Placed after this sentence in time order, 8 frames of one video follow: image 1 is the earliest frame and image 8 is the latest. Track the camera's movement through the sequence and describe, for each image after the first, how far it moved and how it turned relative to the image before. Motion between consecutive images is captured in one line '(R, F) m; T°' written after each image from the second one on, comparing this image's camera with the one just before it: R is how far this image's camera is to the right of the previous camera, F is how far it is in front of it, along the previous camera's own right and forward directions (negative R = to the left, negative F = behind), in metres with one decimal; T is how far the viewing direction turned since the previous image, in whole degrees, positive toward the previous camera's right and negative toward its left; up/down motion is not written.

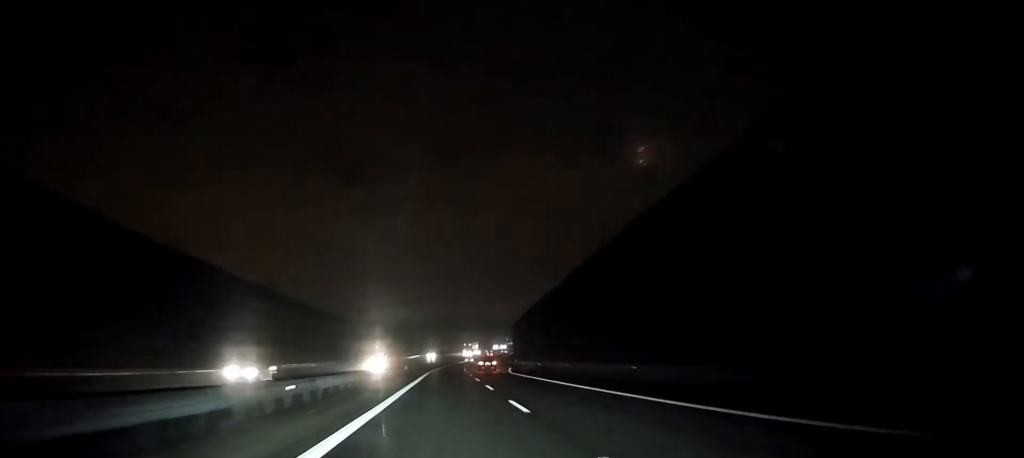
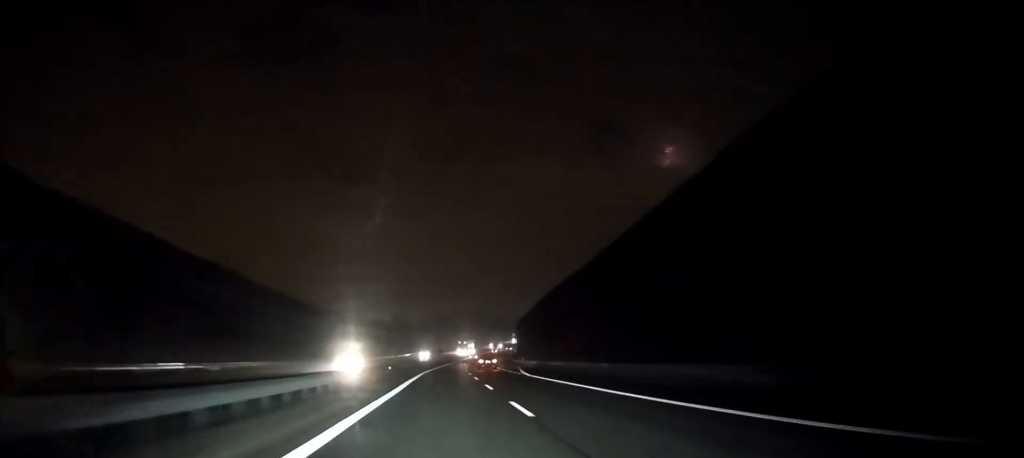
(0.0, +13.4) m; 0°
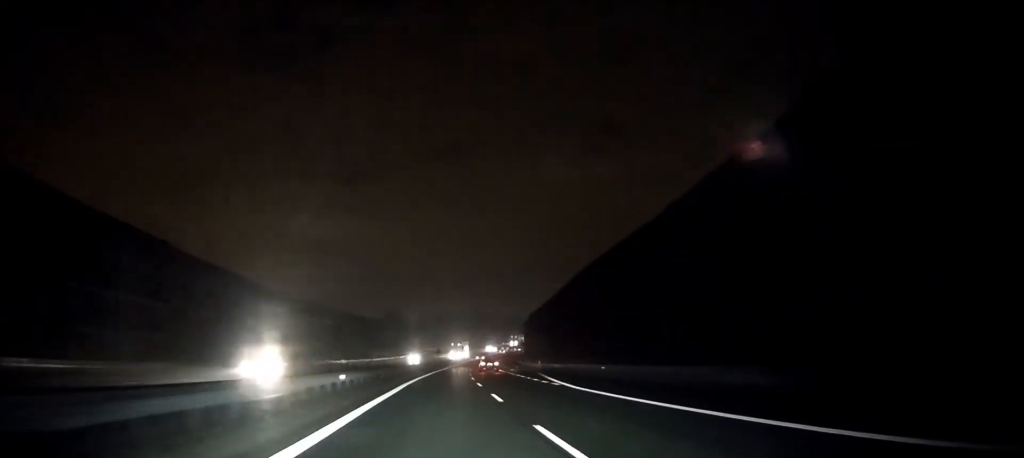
(0.0, +18.0) m; 0°
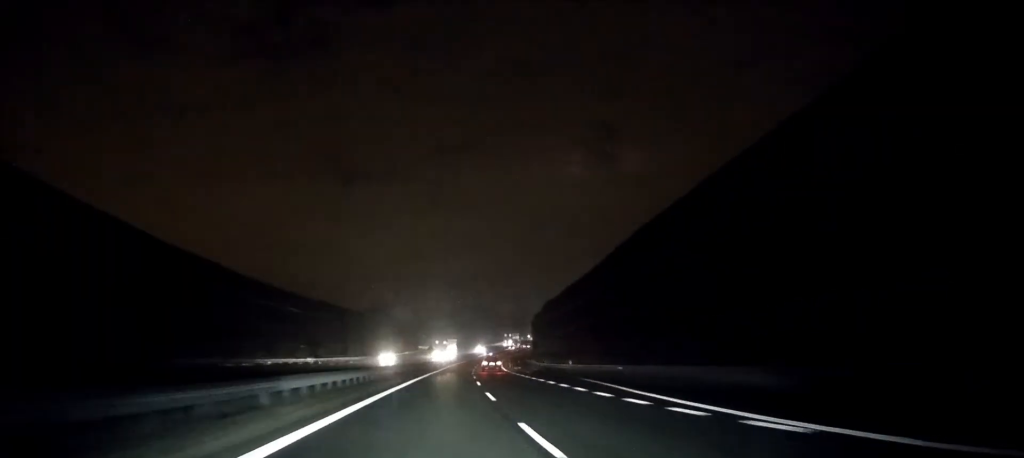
(0.0, +23.4) m; 0°
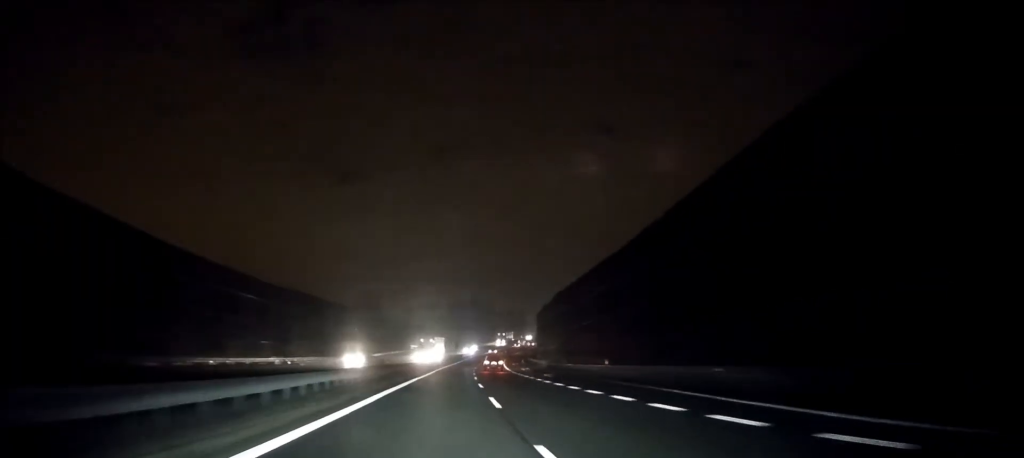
(0.0, +15.3) m; 0°
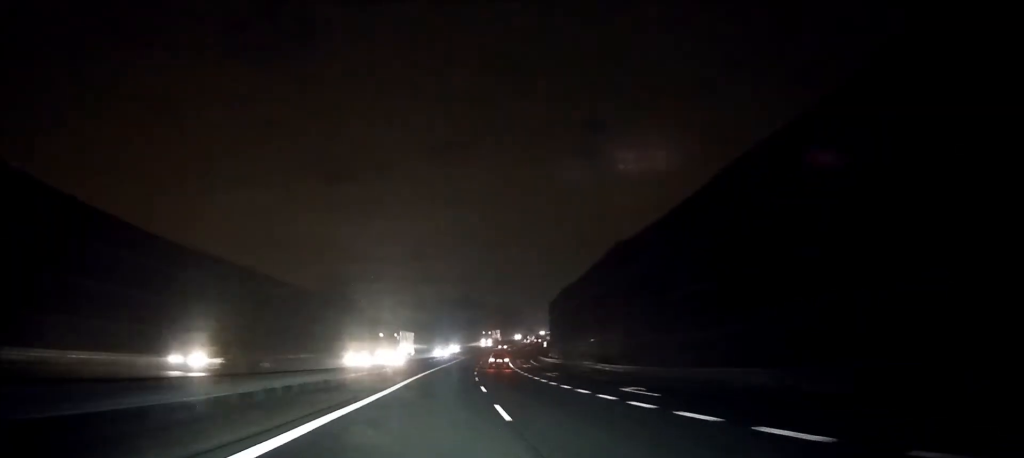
(+0.2, +27.2) m; +1°
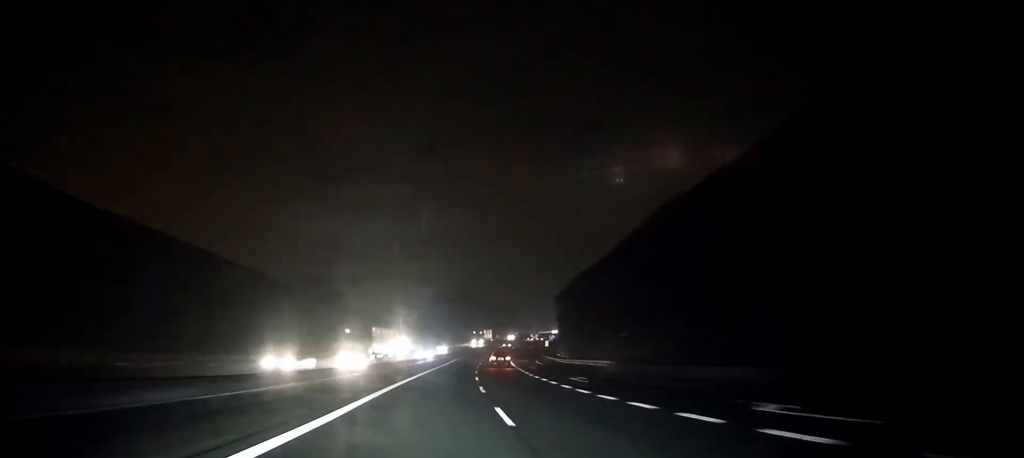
(0.0, +12.7) m; 0°
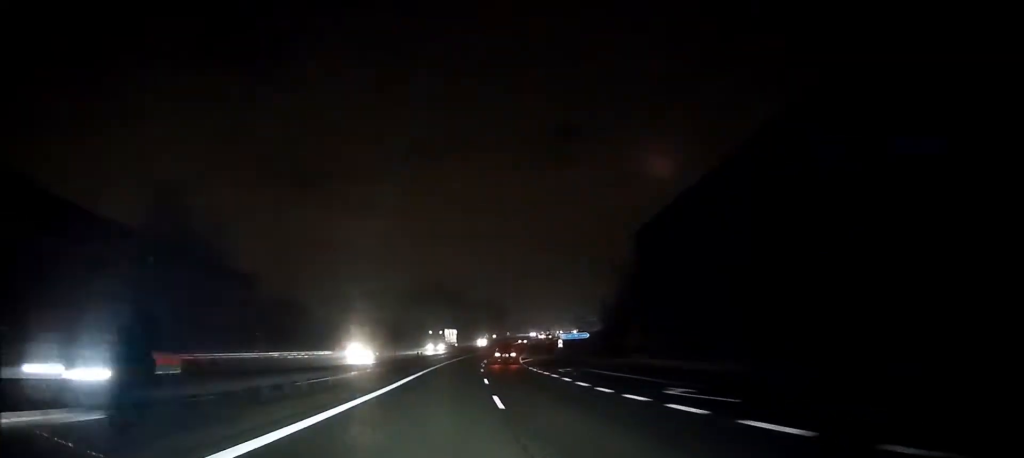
(+0.7, +44.9) m; +1°
